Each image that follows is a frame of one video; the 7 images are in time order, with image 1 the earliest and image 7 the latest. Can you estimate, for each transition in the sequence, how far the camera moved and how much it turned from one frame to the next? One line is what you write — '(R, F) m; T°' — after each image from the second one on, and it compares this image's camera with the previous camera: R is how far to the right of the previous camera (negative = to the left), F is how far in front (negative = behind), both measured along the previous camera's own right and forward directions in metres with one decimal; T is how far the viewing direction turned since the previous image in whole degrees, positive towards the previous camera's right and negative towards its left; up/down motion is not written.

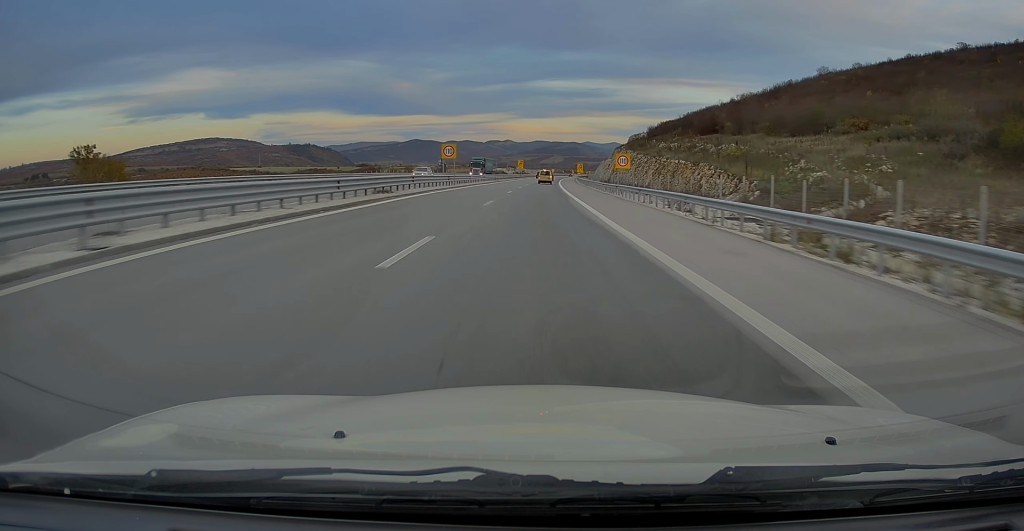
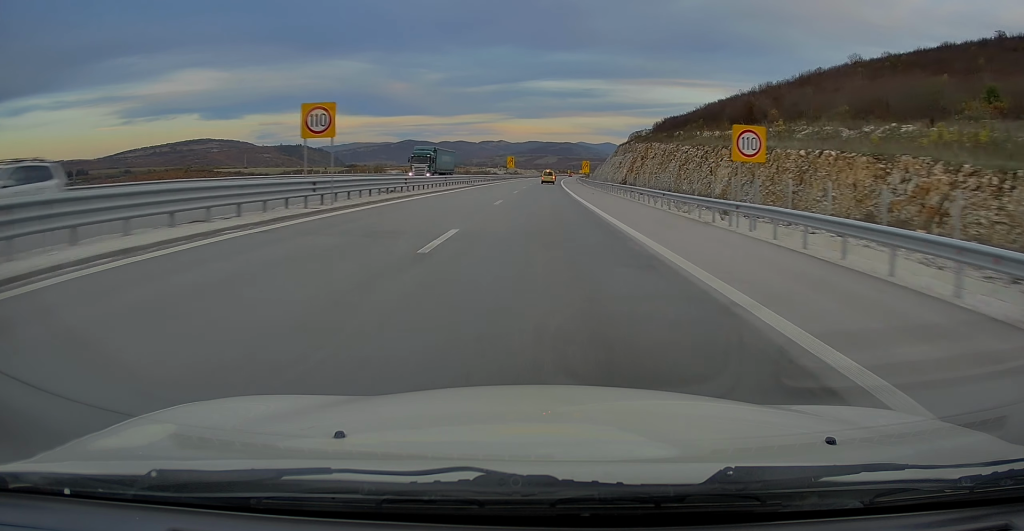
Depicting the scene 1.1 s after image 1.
(+0.3, +29.8) m; +1°
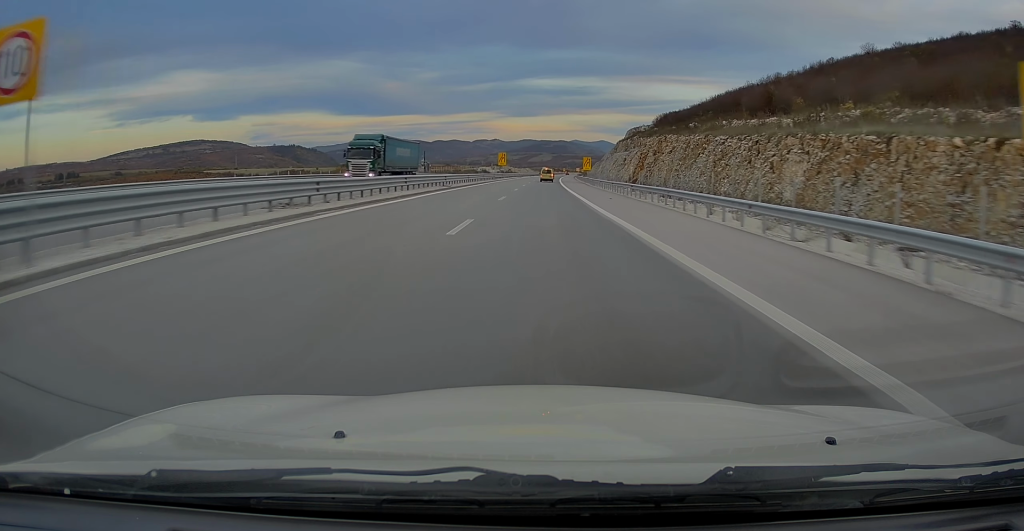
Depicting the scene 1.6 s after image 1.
(+0.1, +13.1) m; 0°
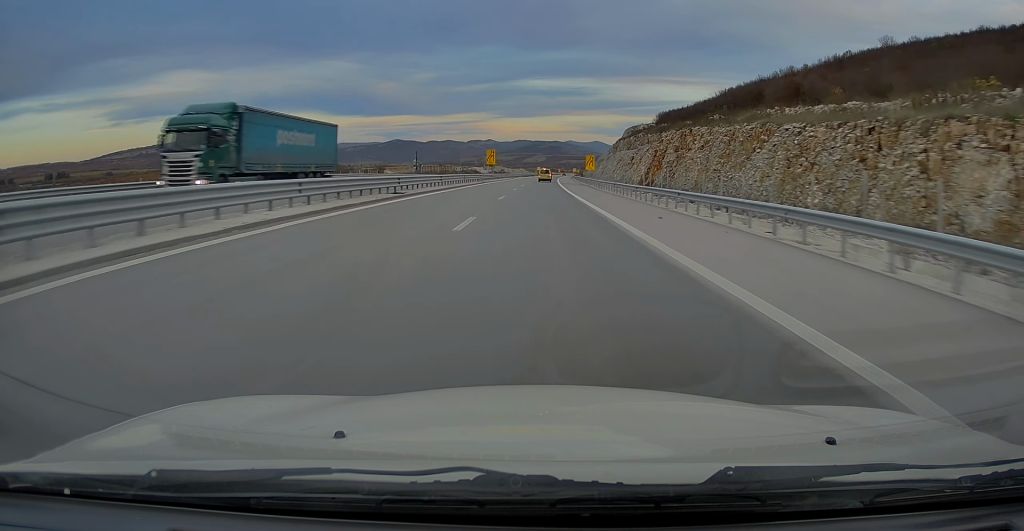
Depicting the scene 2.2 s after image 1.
(0.0, +14.8) m; 0°
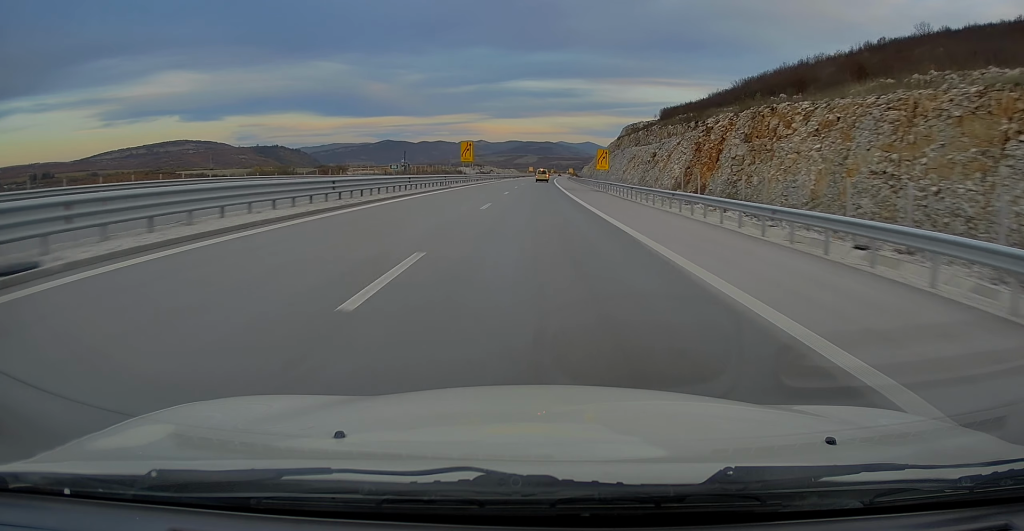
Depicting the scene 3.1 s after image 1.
(0.0, +23.4) m; 0°
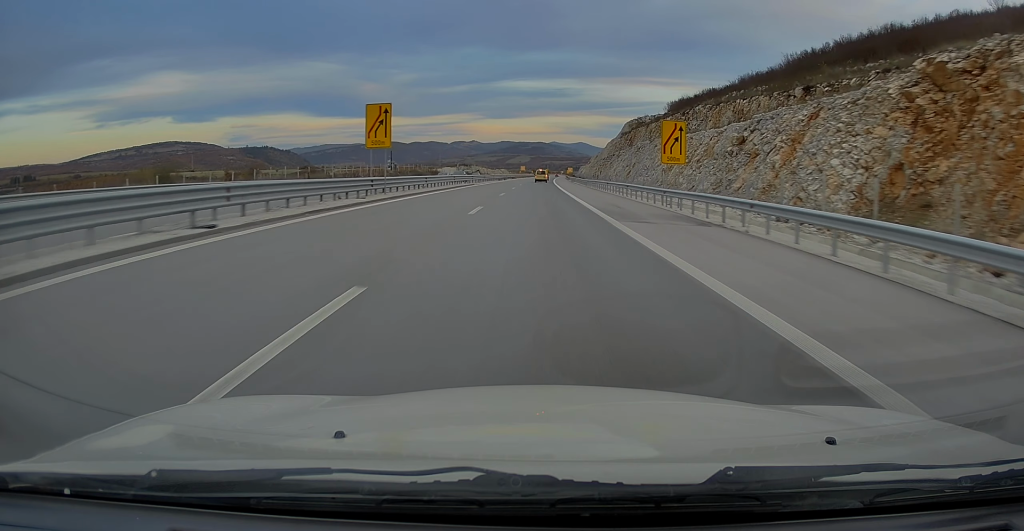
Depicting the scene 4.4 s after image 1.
(0.0, +34.4) m; +1°
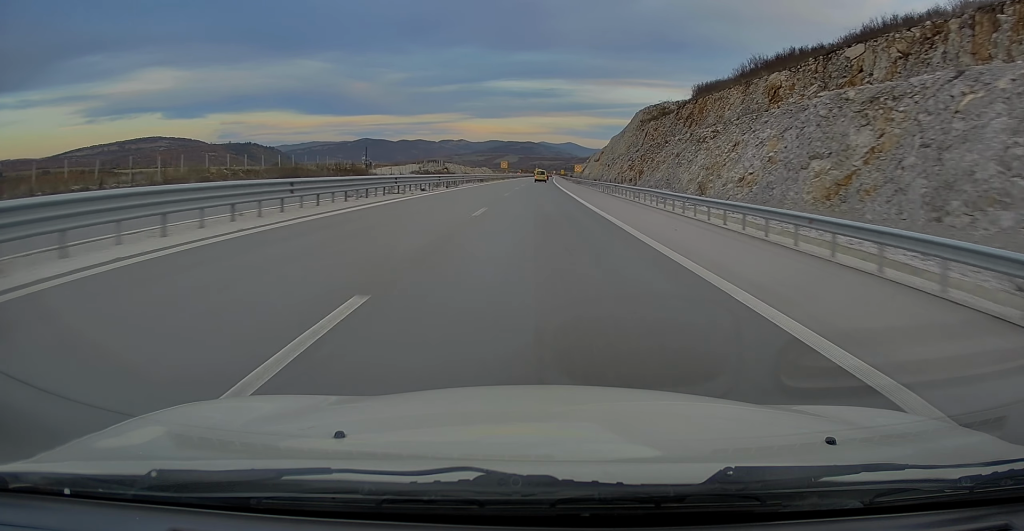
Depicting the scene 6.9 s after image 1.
(+1.3, +63.4) m; +1°
